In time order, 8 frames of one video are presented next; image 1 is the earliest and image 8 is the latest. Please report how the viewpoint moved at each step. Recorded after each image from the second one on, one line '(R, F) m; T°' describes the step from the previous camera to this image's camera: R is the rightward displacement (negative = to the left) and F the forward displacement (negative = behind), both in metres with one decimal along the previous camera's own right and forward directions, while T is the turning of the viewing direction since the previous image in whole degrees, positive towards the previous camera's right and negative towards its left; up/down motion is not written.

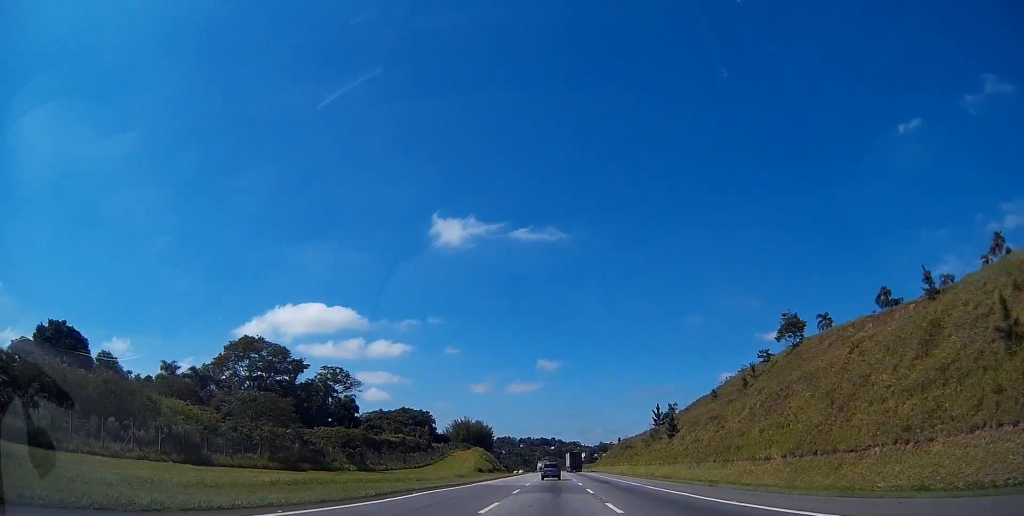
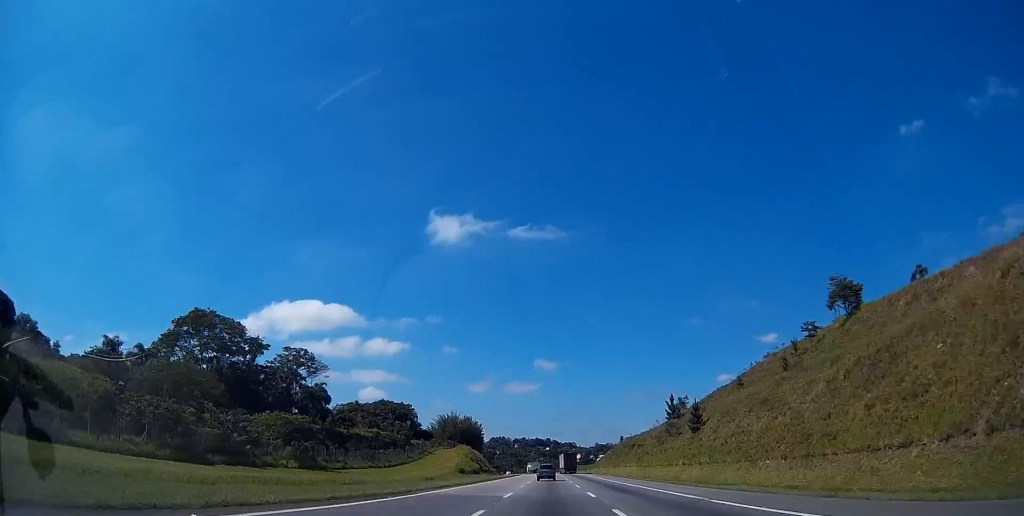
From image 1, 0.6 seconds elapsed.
(-0.1, +16.0) m; 0°
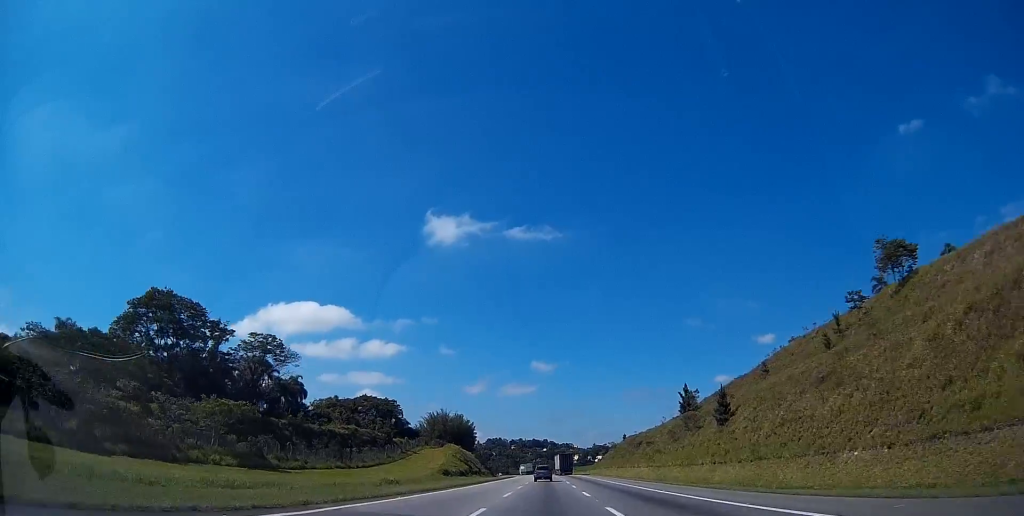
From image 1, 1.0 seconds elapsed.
(0.0, +10.8) m; 0°
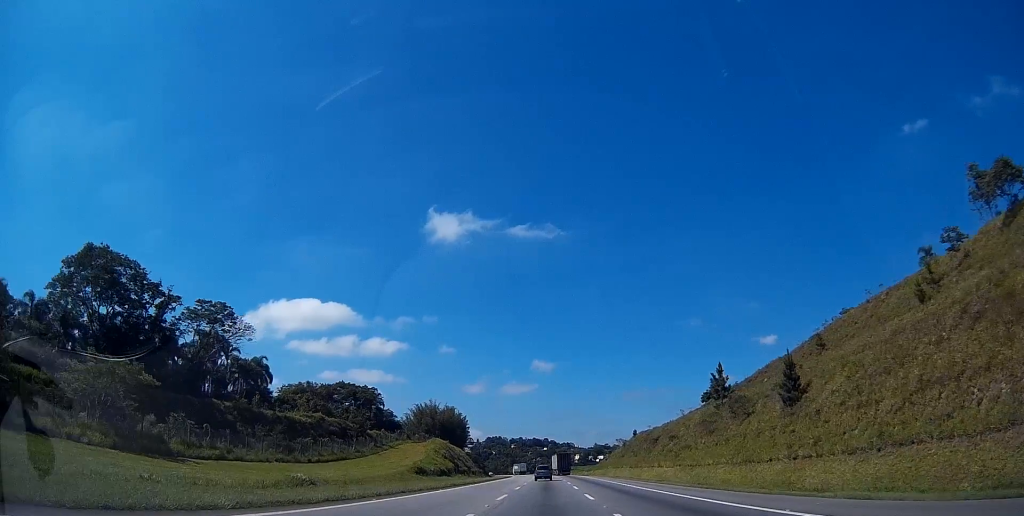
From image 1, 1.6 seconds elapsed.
(+0.1, +14.9) m; 0°
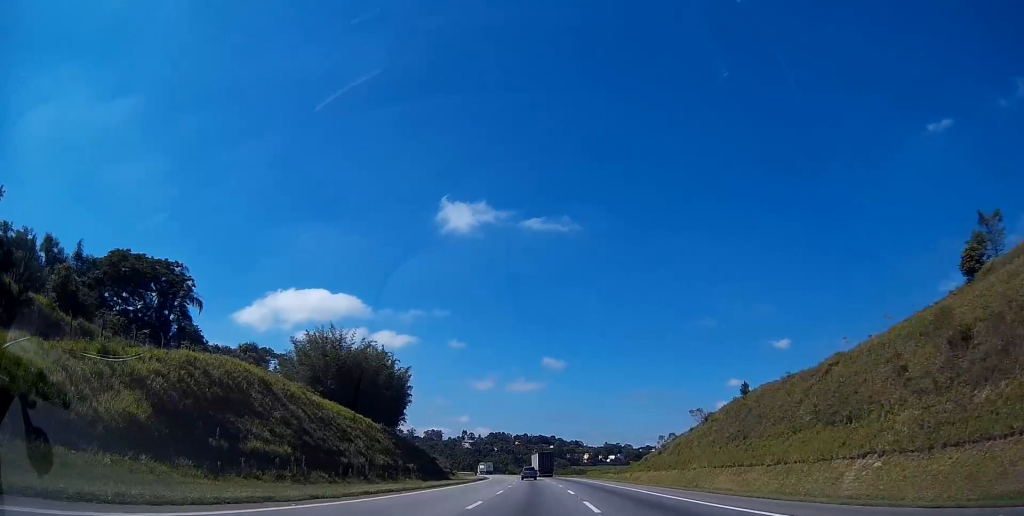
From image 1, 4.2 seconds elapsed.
(+0.2, +66.7) m; 0°
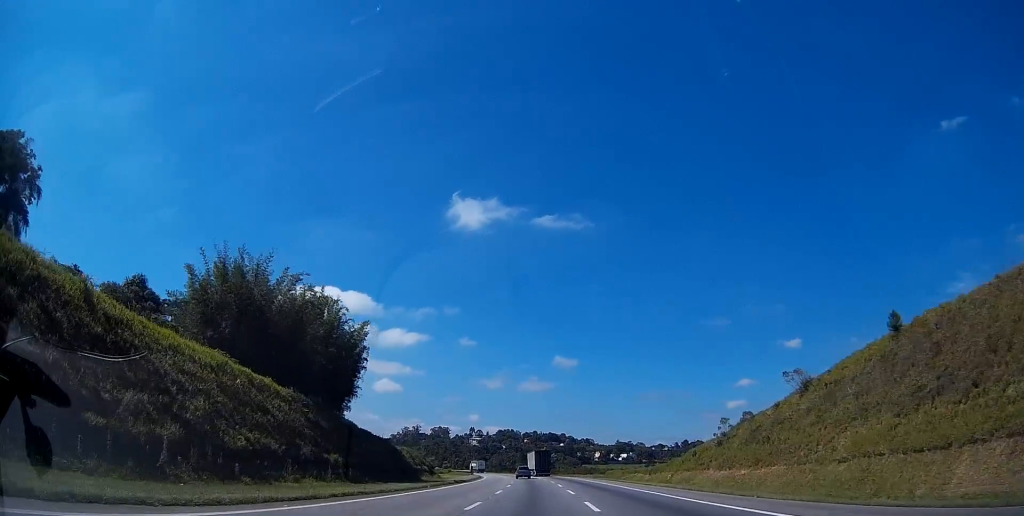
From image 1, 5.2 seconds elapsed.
(+0.1, +25.6) m; 0°
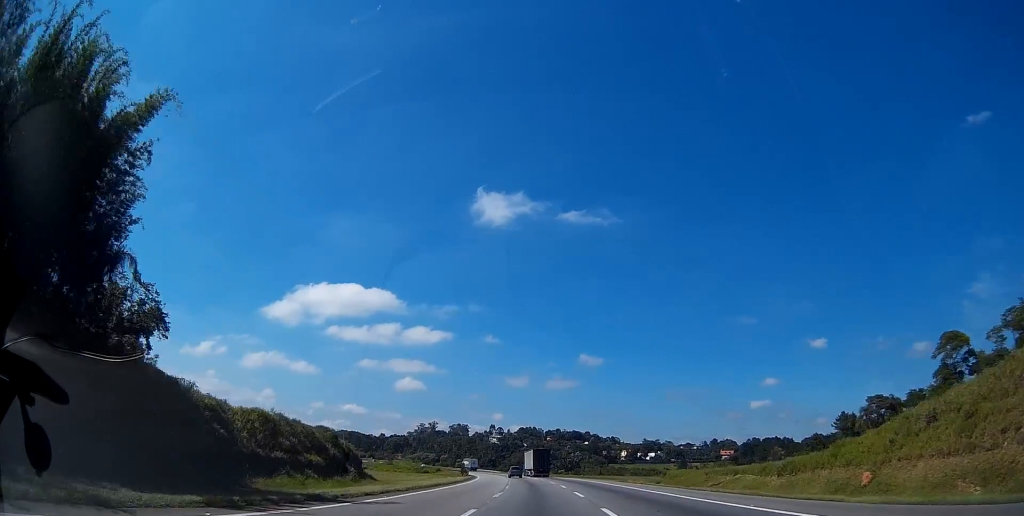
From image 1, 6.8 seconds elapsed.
(-0.6, +42.8) m; -2°
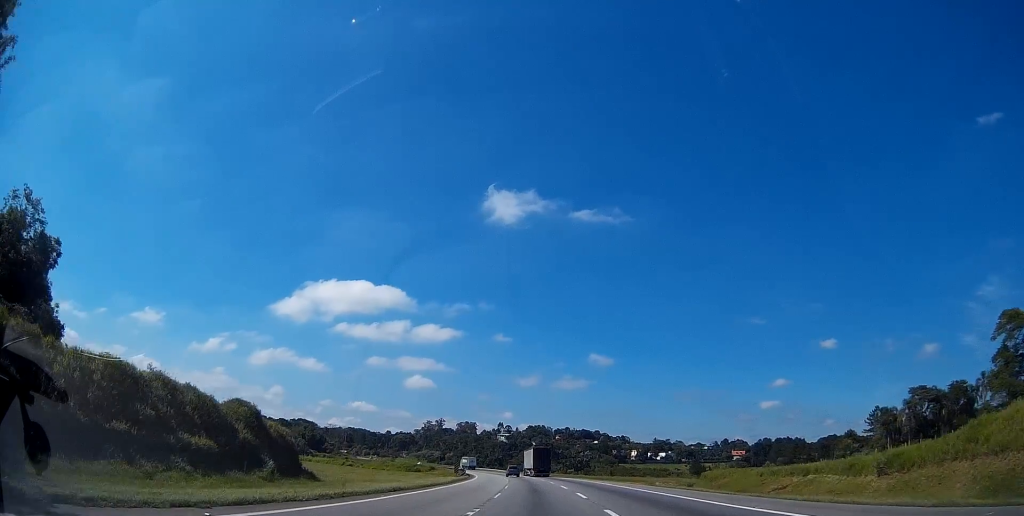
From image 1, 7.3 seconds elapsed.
(0.0, +14.0) m; -1°
